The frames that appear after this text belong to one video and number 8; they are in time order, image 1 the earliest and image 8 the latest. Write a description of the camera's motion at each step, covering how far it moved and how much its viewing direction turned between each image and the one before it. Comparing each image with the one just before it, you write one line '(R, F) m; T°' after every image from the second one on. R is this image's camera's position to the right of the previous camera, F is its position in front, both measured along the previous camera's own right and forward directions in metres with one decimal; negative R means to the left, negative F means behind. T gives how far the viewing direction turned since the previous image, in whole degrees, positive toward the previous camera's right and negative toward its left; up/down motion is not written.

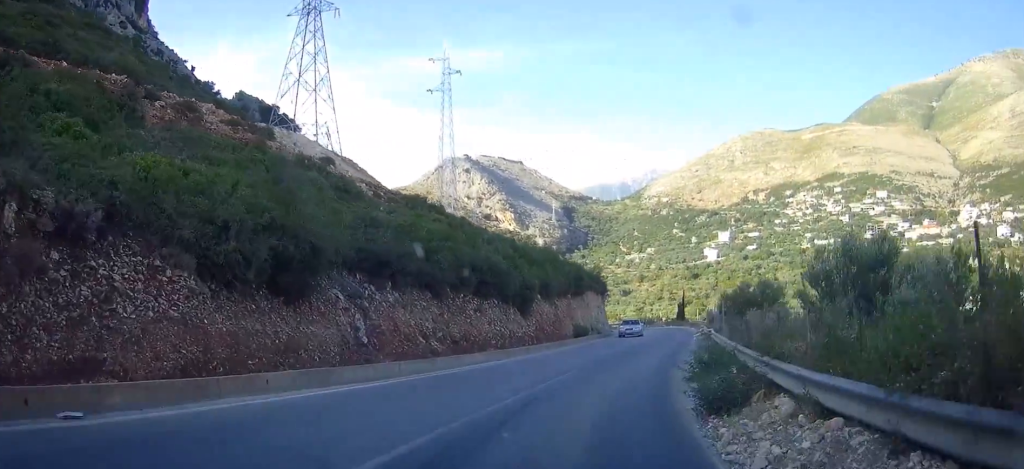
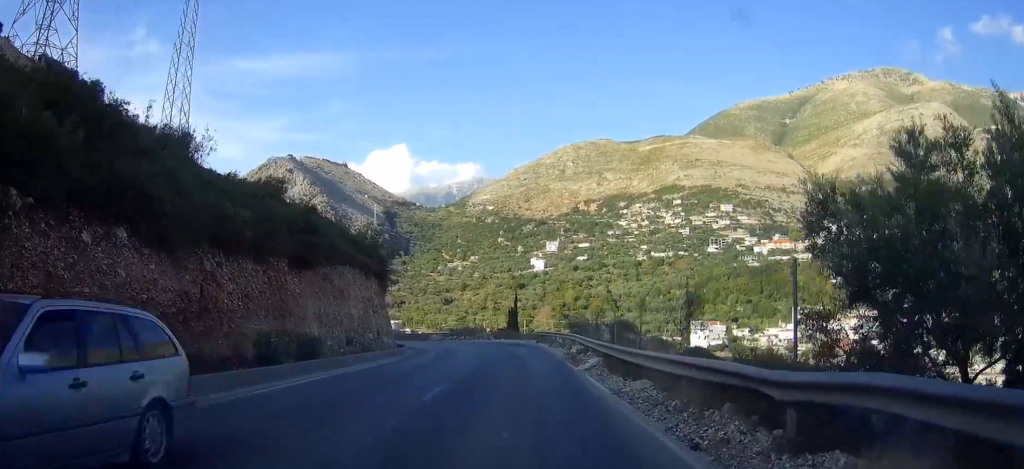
(+6.3, +28.9) m; +17°
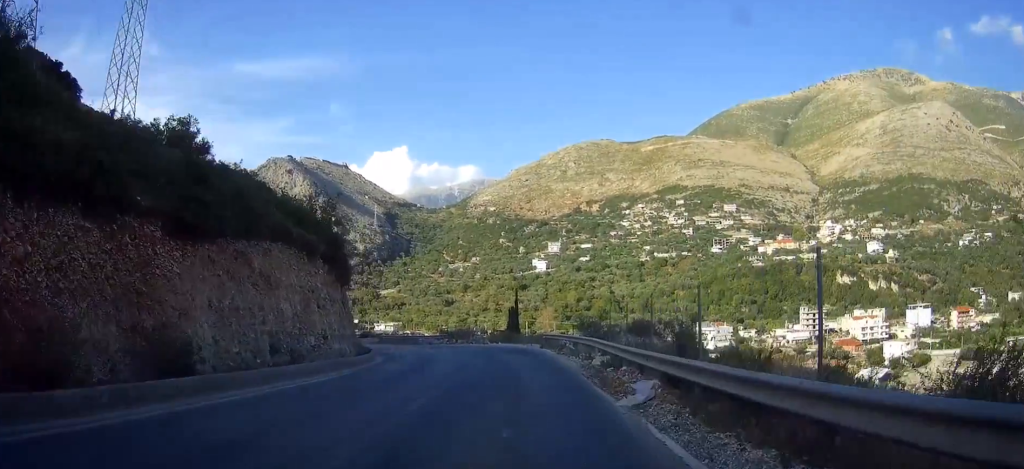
(+0.2, +9.2) m; 0°
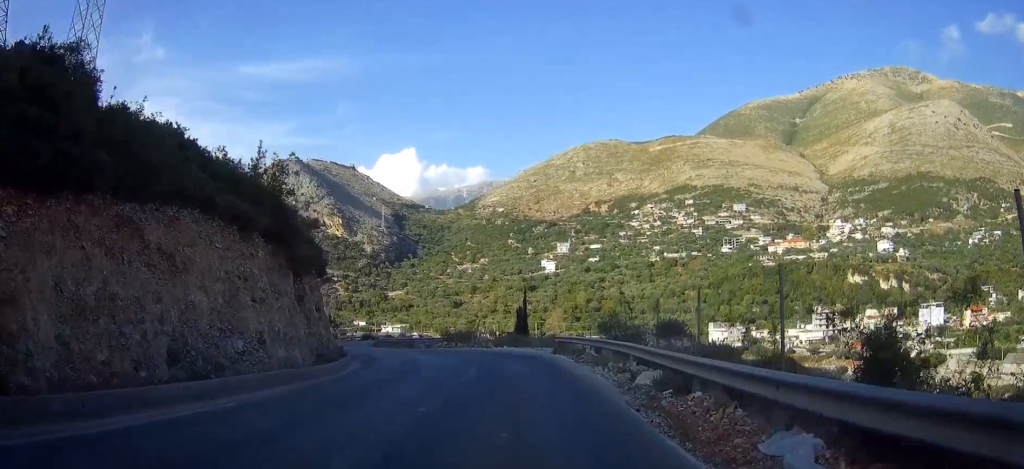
(-0.1, +6.8) m; -1°
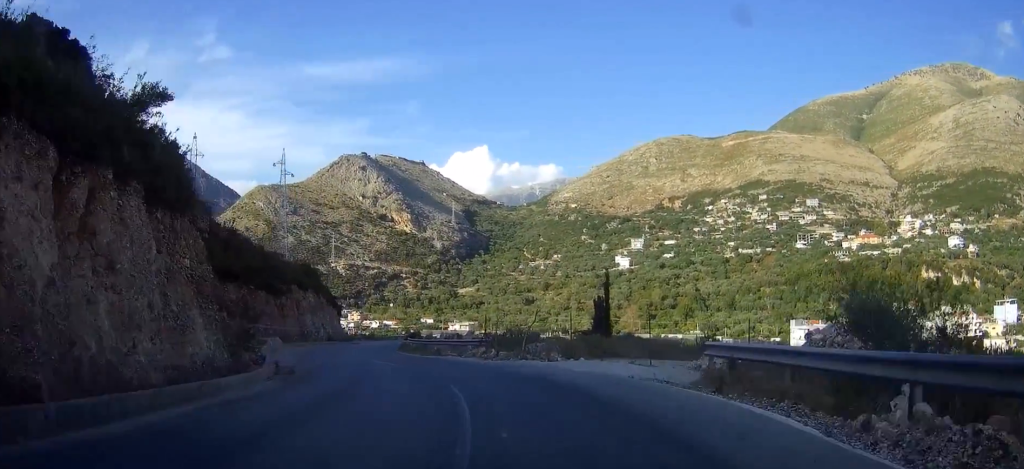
(-0.6, +20.5) m; -7°
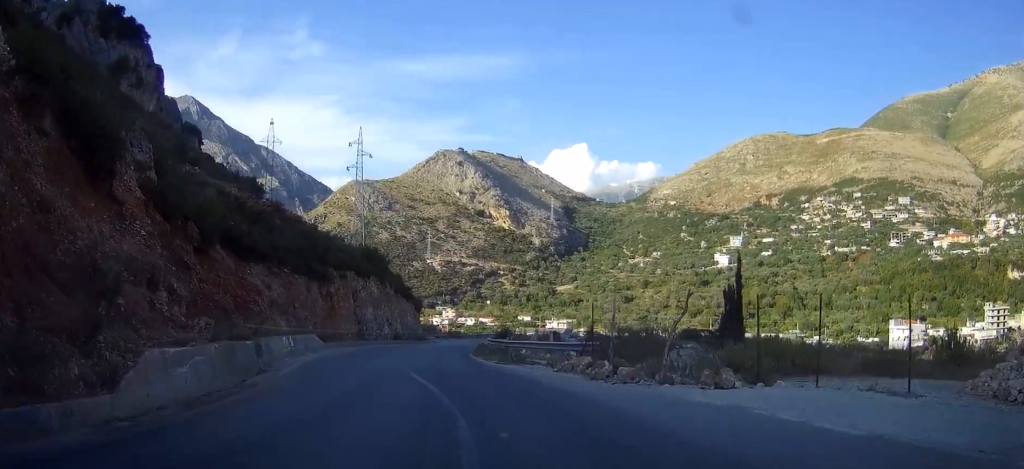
(-0.7, +11.8) m; -6°
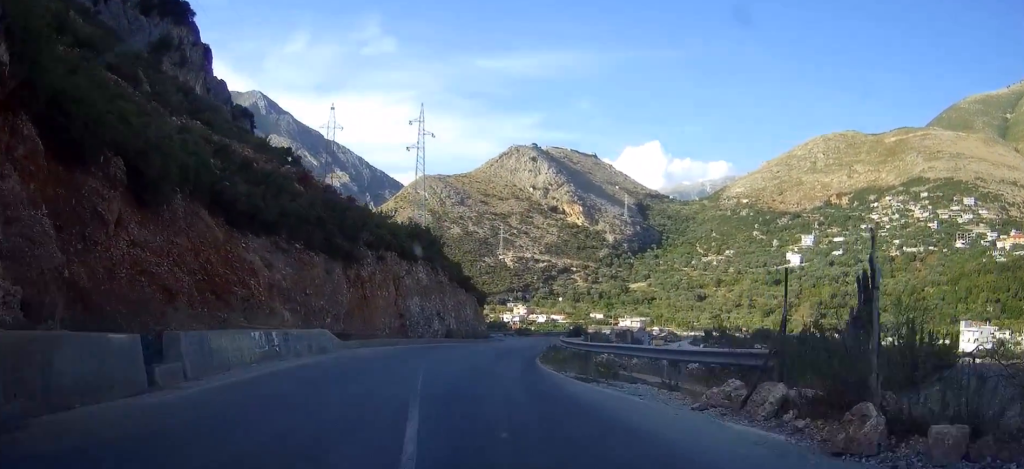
(-0.5, +10.4) m; -5°
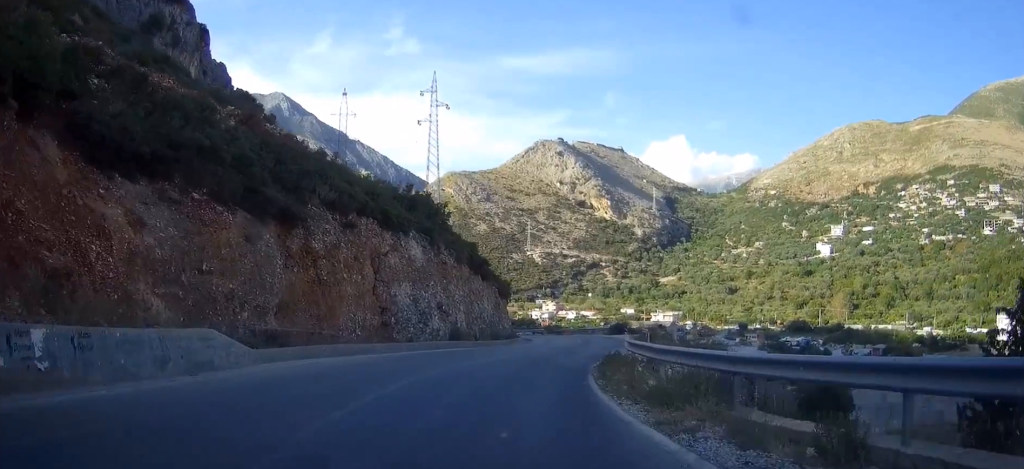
(-0.6, +13.4) m; -3°
